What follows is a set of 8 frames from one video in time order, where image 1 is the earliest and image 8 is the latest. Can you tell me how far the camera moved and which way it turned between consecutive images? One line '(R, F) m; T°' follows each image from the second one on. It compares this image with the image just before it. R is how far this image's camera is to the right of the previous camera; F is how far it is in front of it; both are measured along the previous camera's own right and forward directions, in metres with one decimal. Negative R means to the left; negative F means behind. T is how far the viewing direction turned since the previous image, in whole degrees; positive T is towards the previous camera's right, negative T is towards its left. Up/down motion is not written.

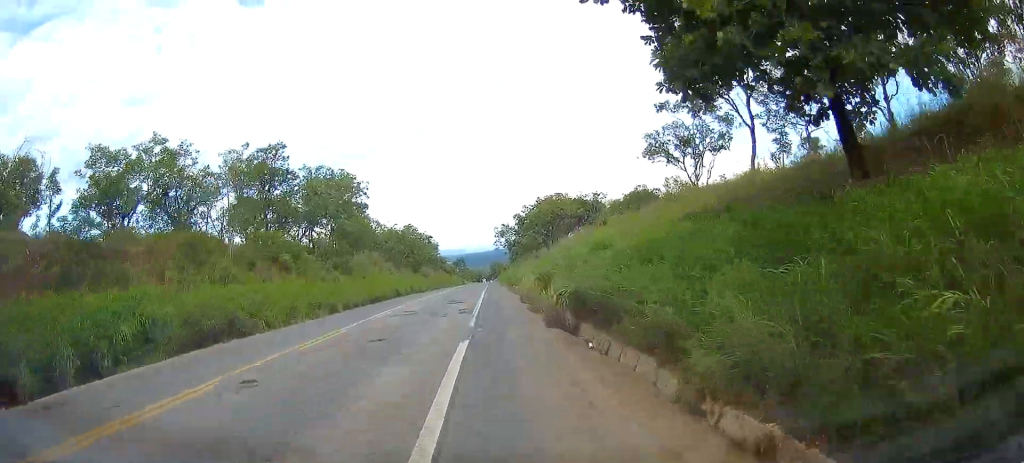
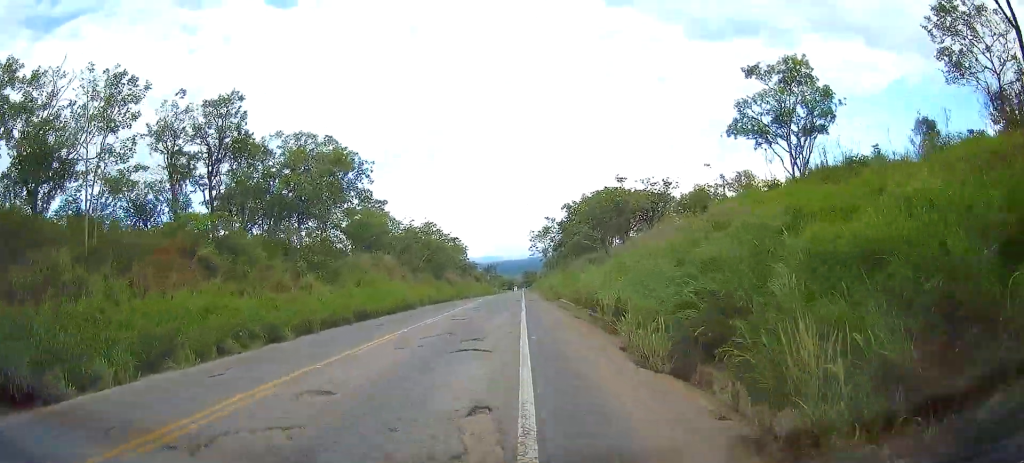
(-0.1, +16.5) m; -1°
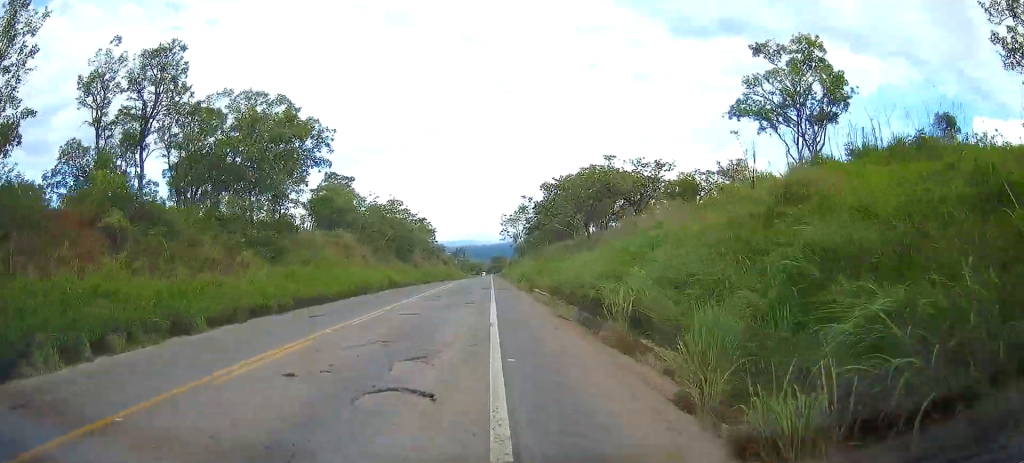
(0.0, +5.2) m; 0°
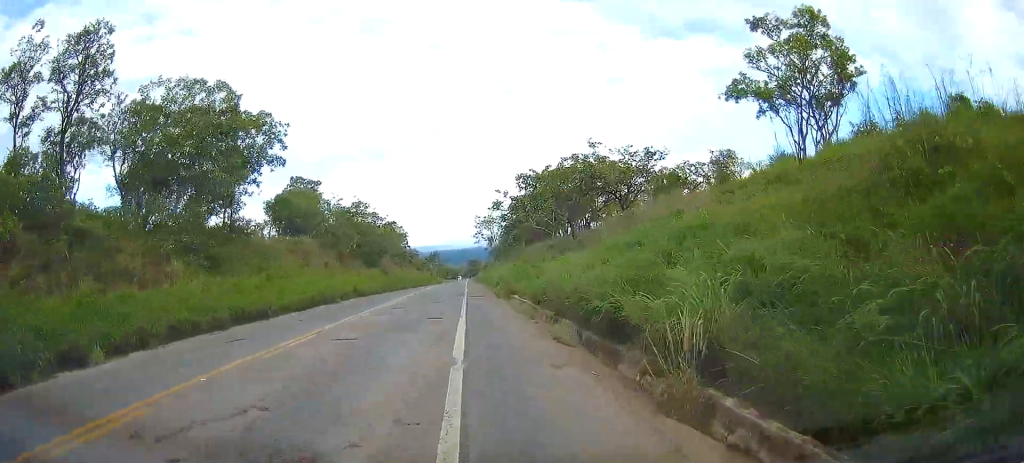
(0.0, +4.7) m; 0°
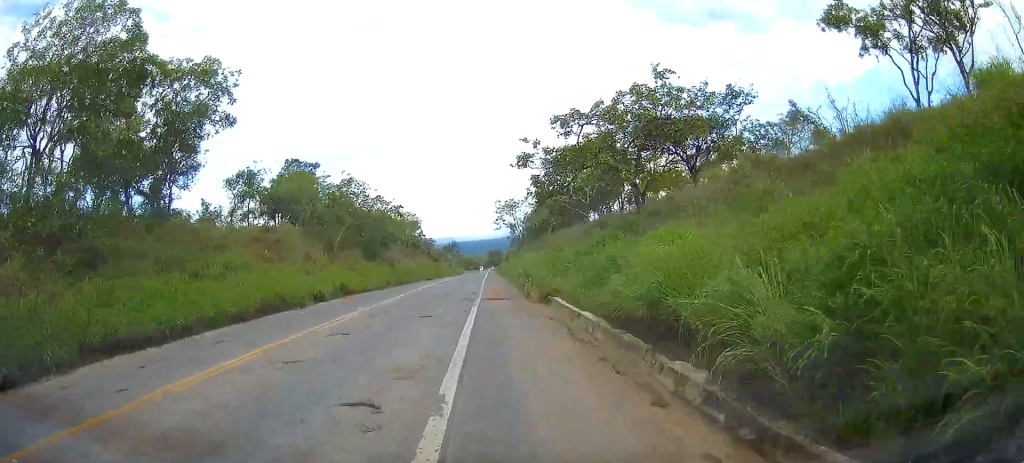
(0.0, +11.5) m; 0°
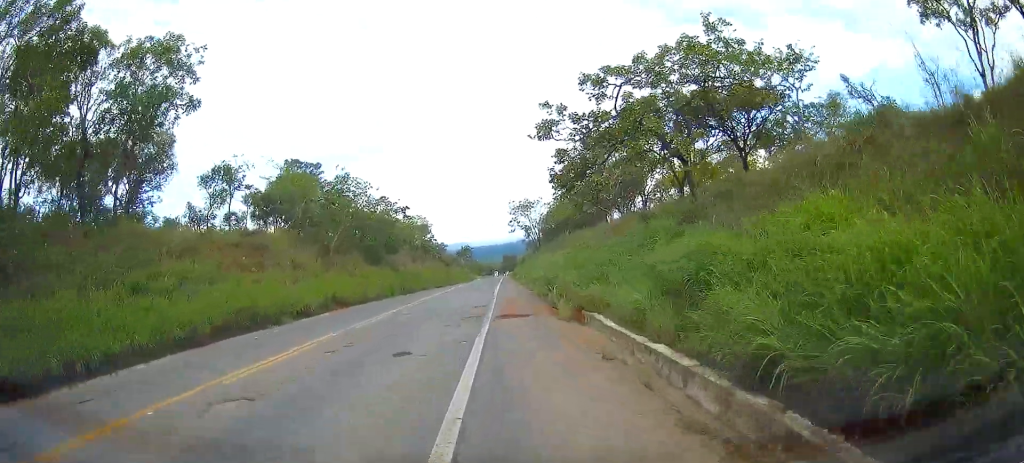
(0.0, +5.6) m; 0°
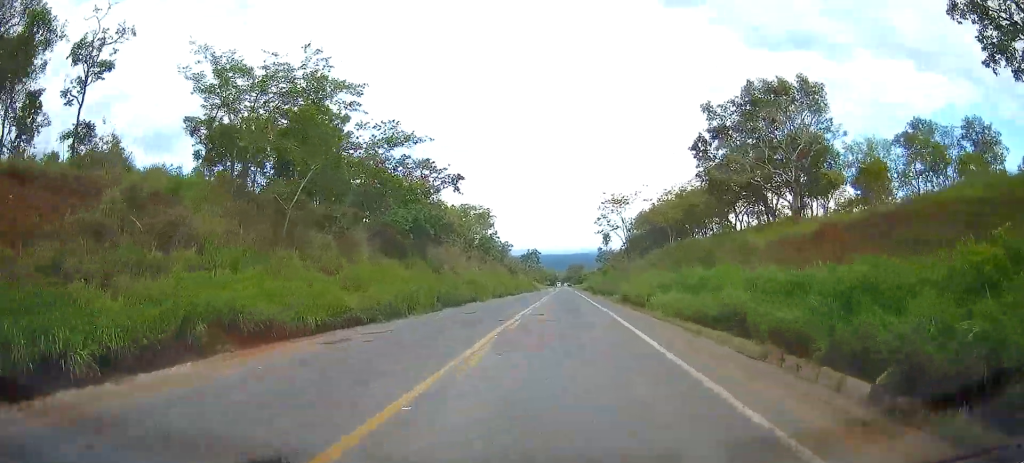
(-0.2, +24.9) m; -3°
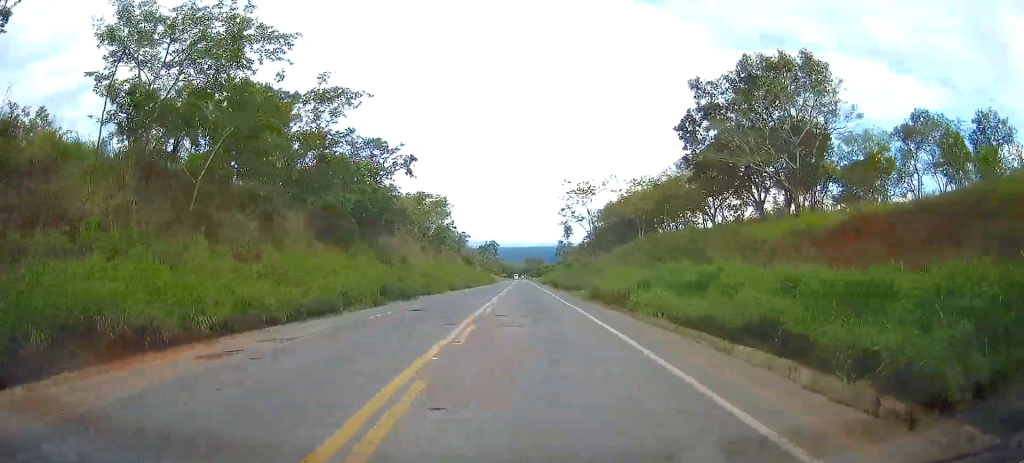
(-0.3, +4.8) m; 0°
